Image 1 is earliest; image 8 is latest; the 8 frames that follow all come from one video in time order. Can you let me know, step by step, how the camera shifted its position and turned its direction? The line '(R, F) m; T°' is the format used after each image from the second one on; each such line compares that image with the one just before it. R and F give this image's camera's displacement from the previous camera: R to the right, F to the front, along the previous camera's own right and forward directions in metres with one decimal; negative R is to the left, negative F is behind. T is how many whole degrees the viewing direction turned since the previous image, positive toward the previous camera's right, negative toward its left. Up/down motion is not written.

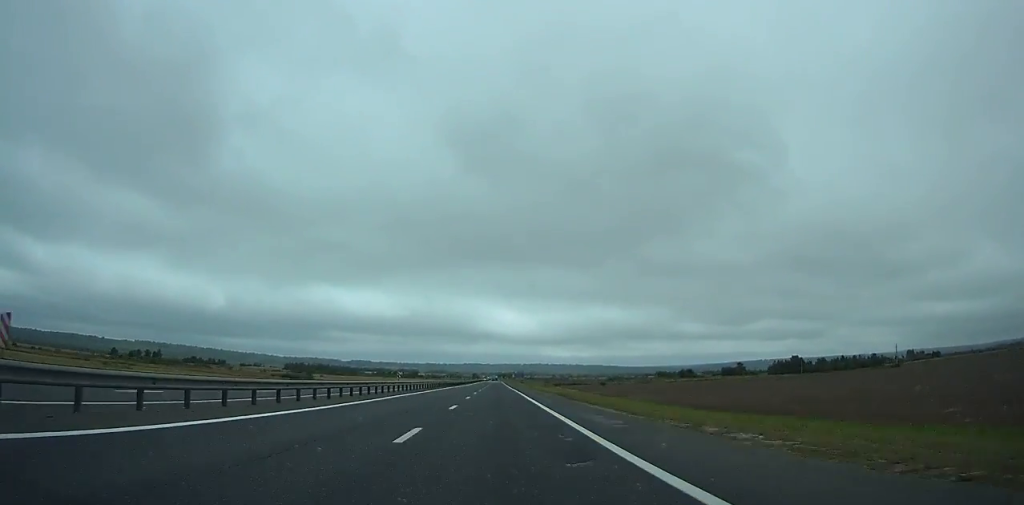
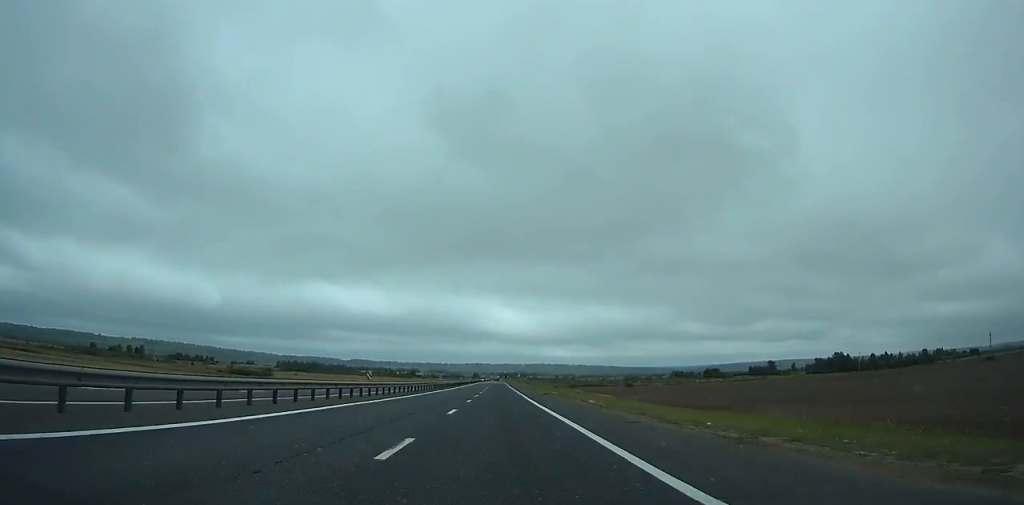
(-0.2, +50.9) m; 0°
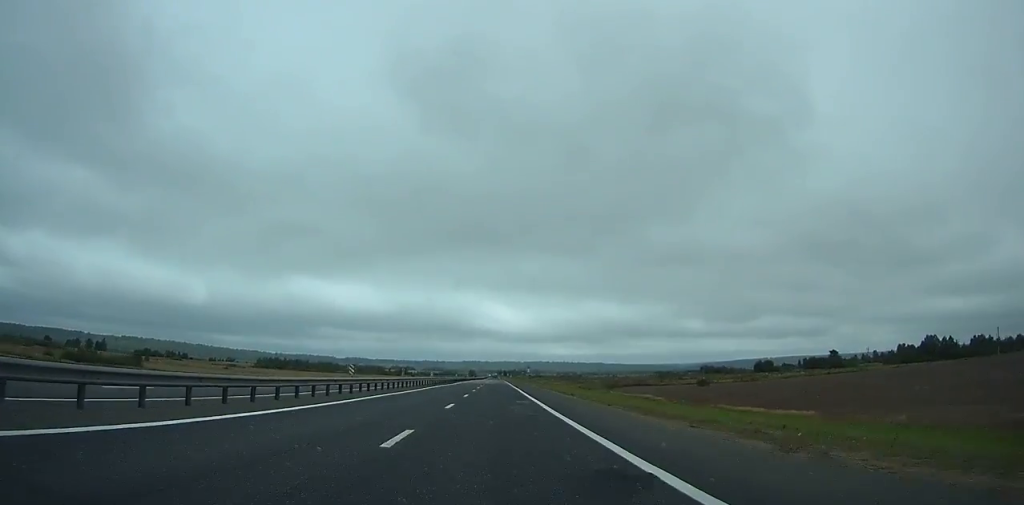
(-0.2, +84.5) m; 0°
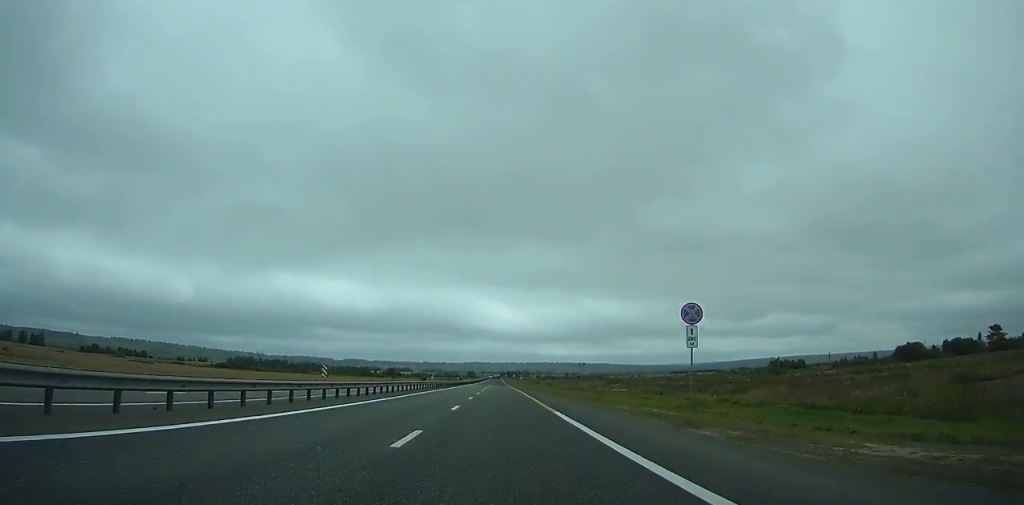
(+0.4, +122.1) m; 0°
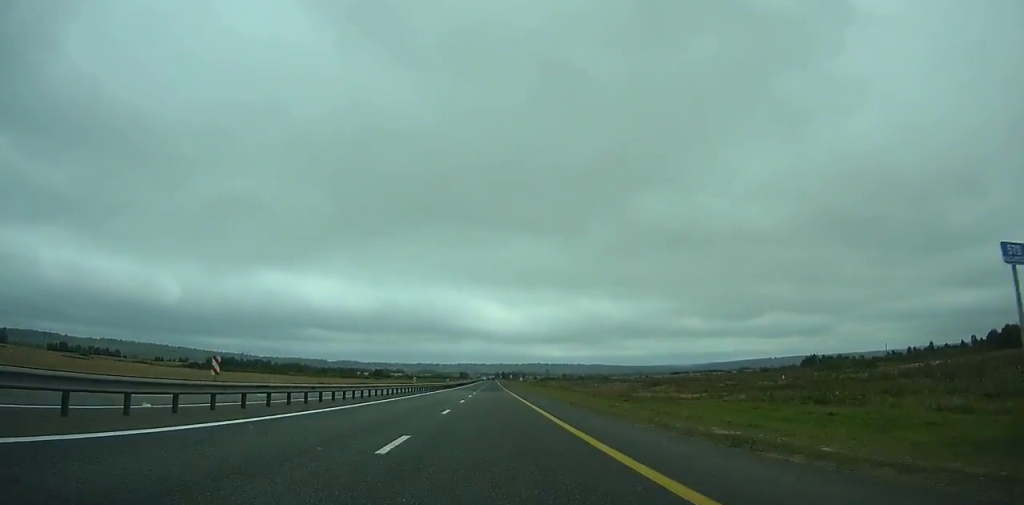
(0.0, +49.5) m; 0°
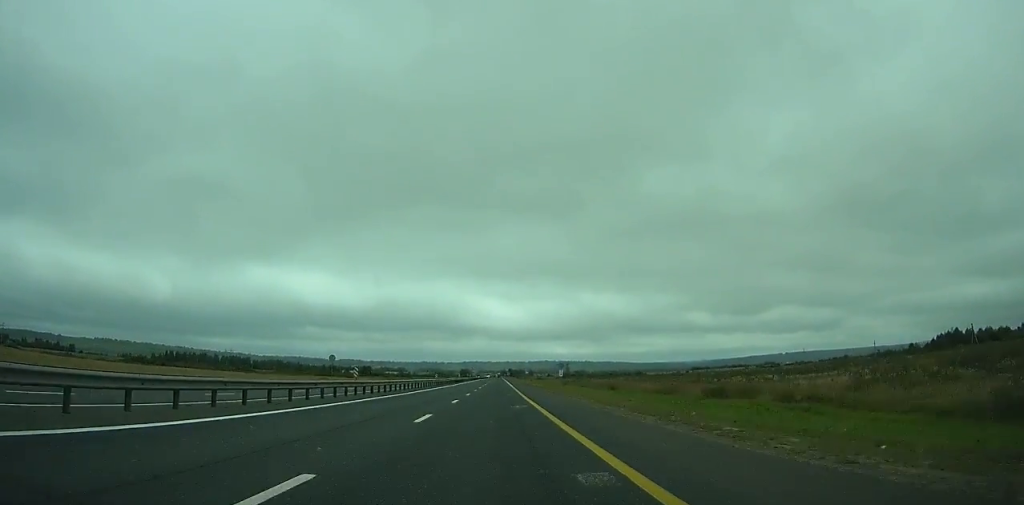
(-0.2, +102.5) m; 0°
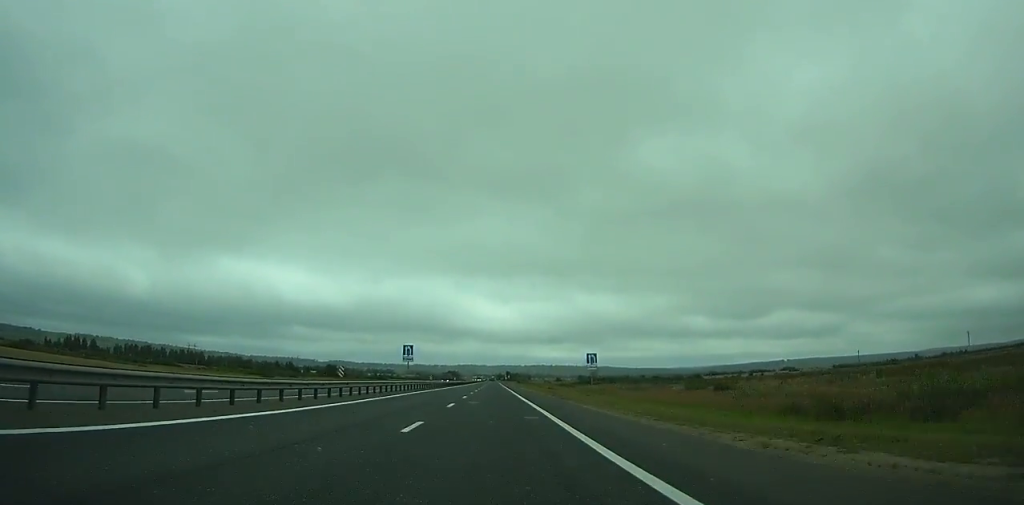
(+0.3, +122.2) m; 0°
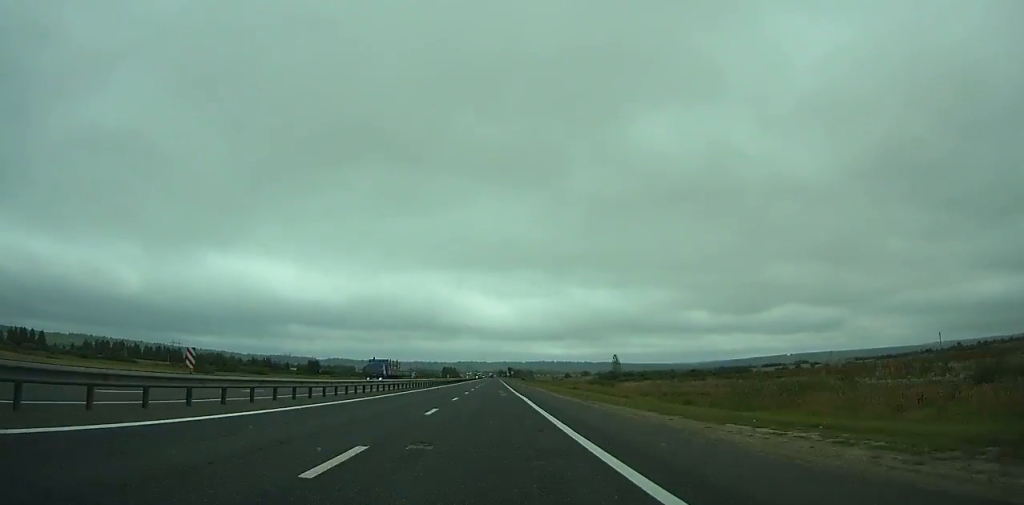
(0.0, +53.2) m; 0°
